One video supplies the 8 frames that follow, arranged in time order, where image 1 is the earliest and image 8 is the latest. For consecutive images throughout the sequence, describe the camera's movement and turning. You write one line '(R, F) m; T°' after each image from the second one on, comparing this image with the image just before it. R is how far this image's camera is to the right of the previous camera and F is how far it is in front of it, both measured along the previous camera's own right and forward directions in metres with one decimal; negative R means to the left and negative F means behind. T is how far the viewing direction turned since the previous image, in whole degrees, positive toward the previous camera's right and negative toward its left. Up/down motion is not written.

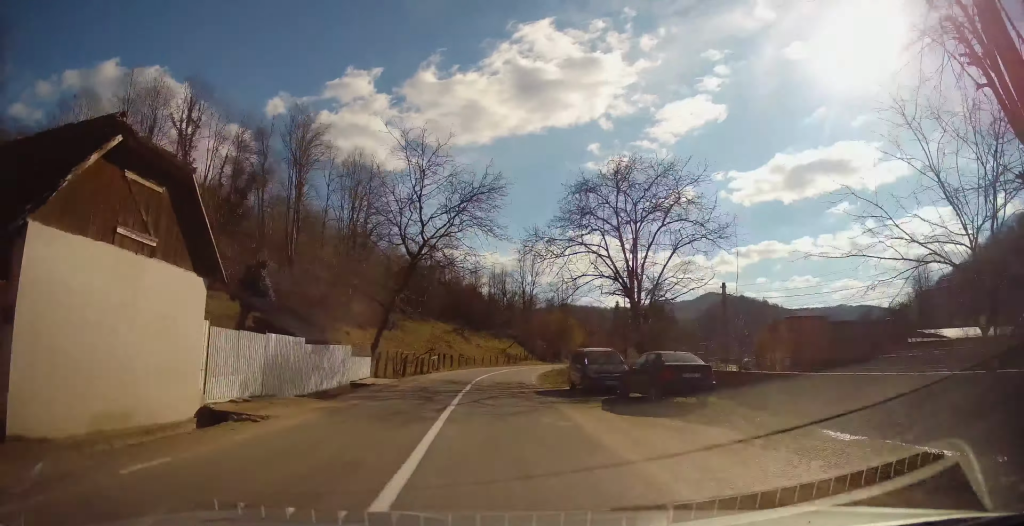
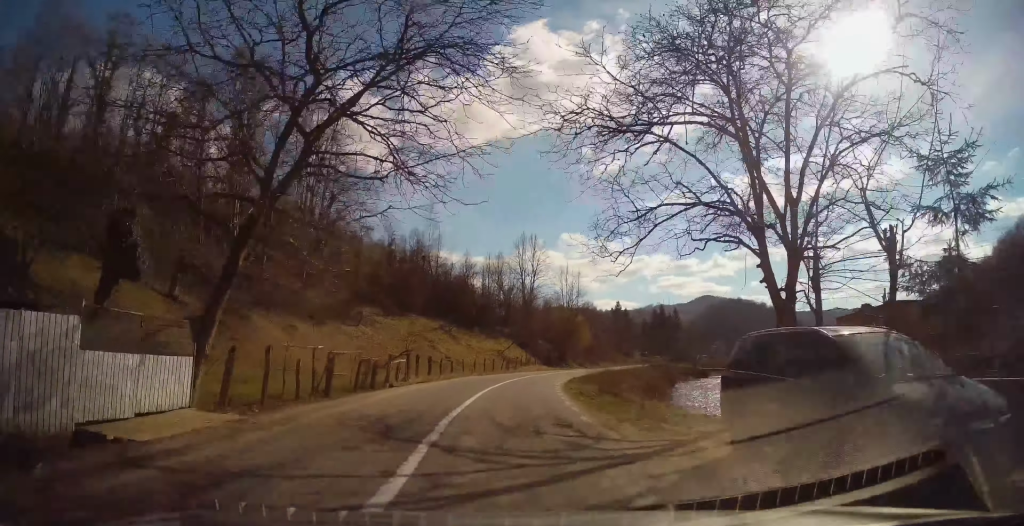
(0.0, +15.5) m; +1°
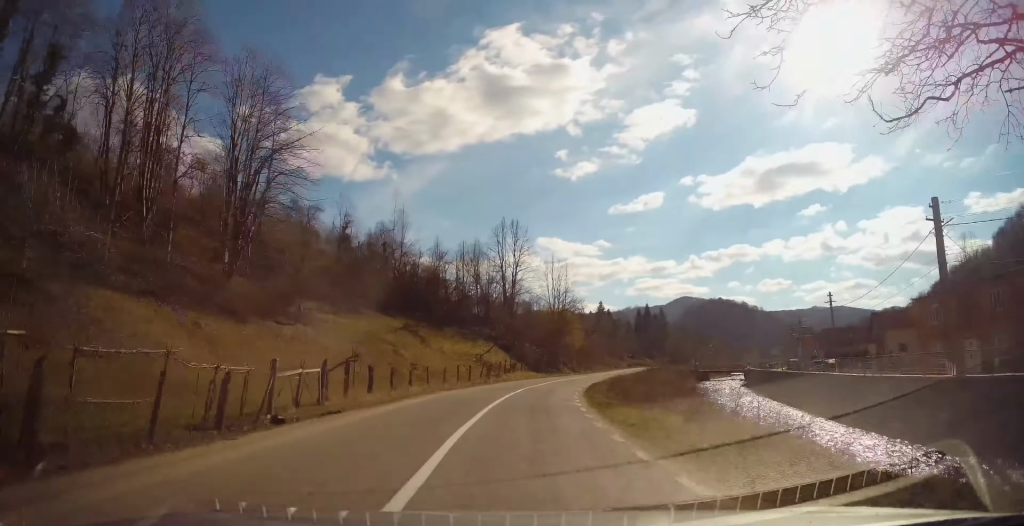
(+0.2, +12.5) m; +3°
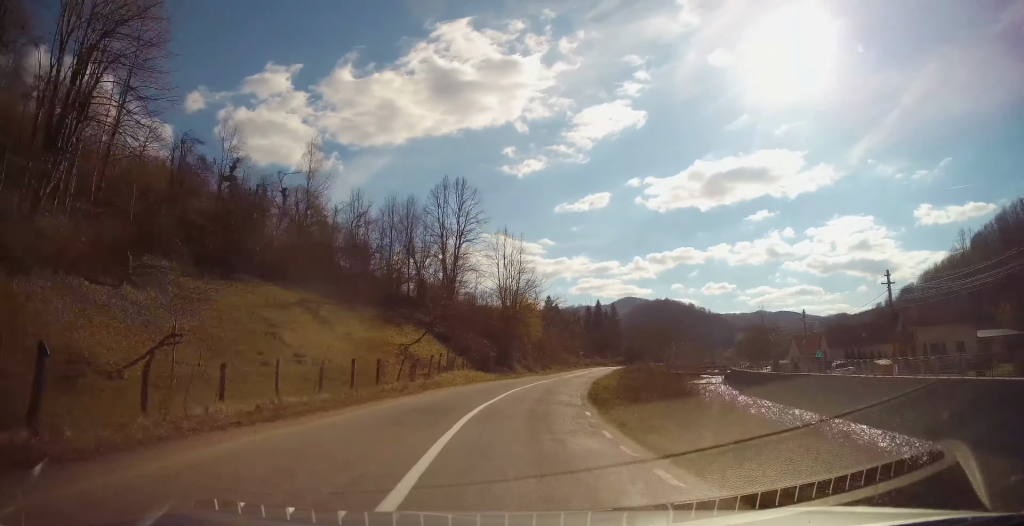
(+0.8, +15.7) m; +7°
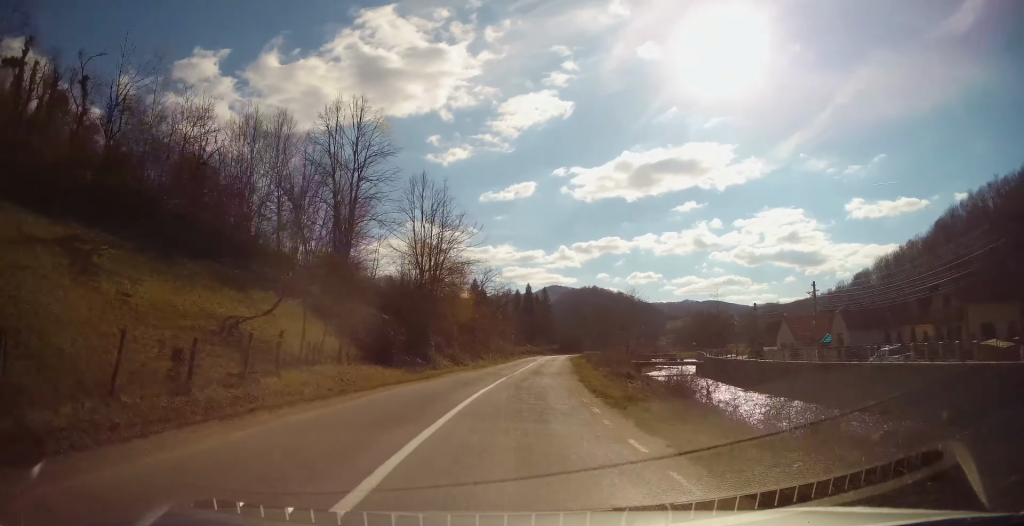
(+1.2, +17.7) m; +7°
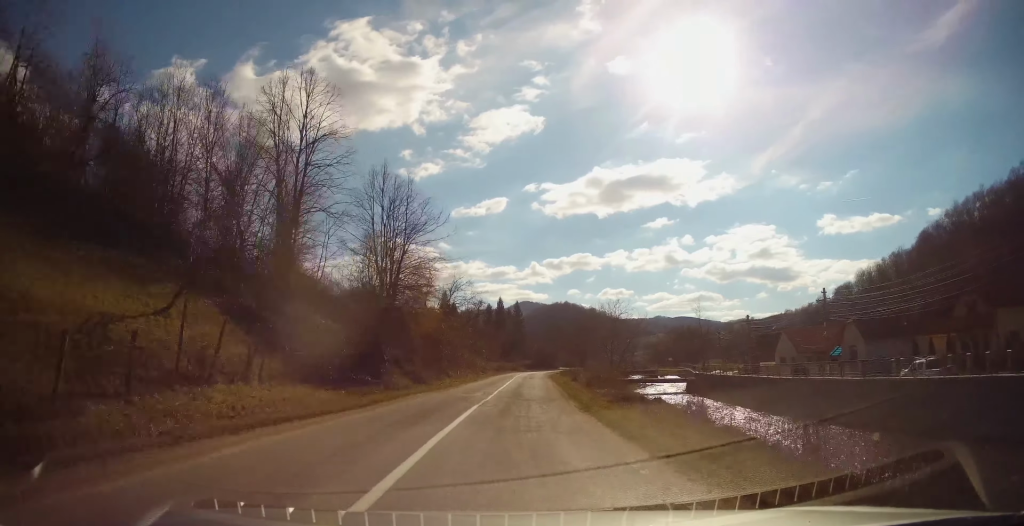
(+0.2, +6.6) m; +2°
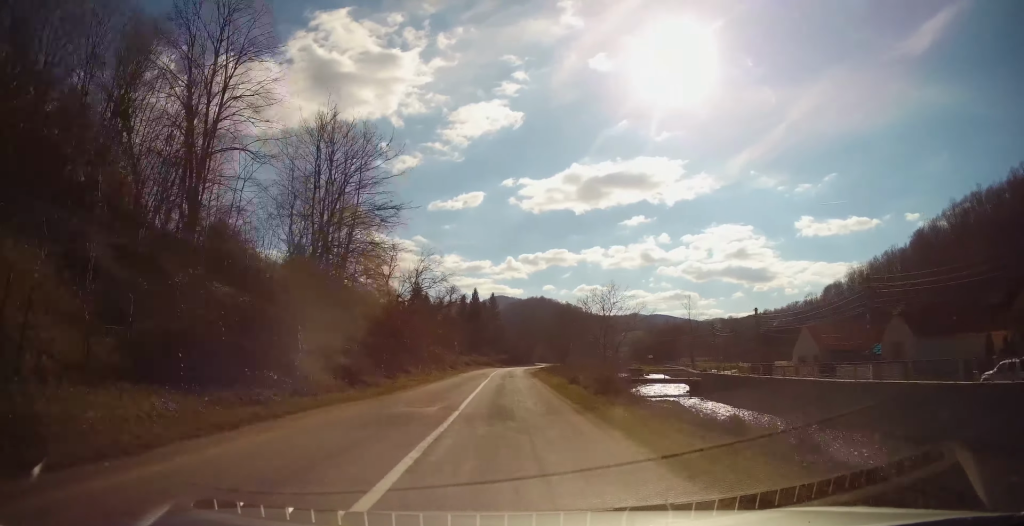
(+0.2, +9.6) m; +2°
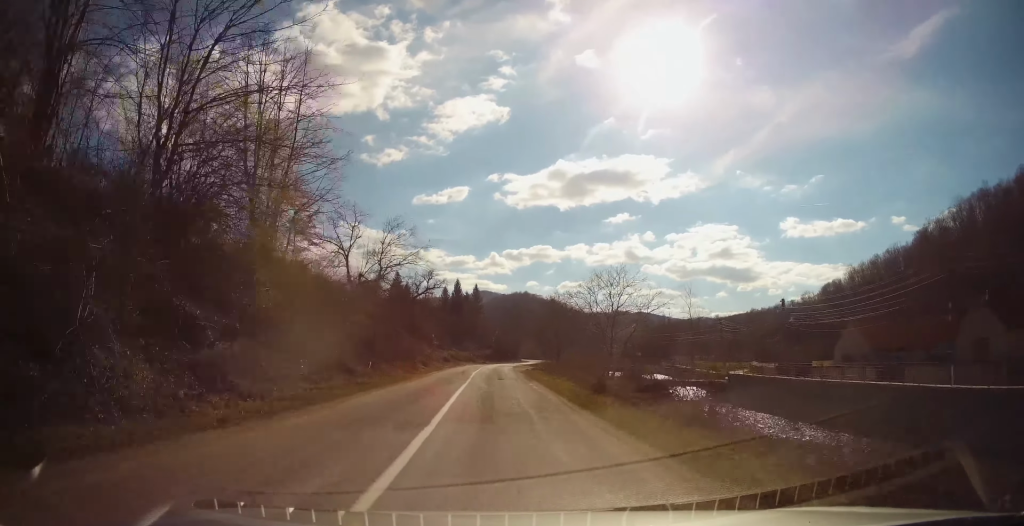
(+0.3, +10.3) m; +2°
